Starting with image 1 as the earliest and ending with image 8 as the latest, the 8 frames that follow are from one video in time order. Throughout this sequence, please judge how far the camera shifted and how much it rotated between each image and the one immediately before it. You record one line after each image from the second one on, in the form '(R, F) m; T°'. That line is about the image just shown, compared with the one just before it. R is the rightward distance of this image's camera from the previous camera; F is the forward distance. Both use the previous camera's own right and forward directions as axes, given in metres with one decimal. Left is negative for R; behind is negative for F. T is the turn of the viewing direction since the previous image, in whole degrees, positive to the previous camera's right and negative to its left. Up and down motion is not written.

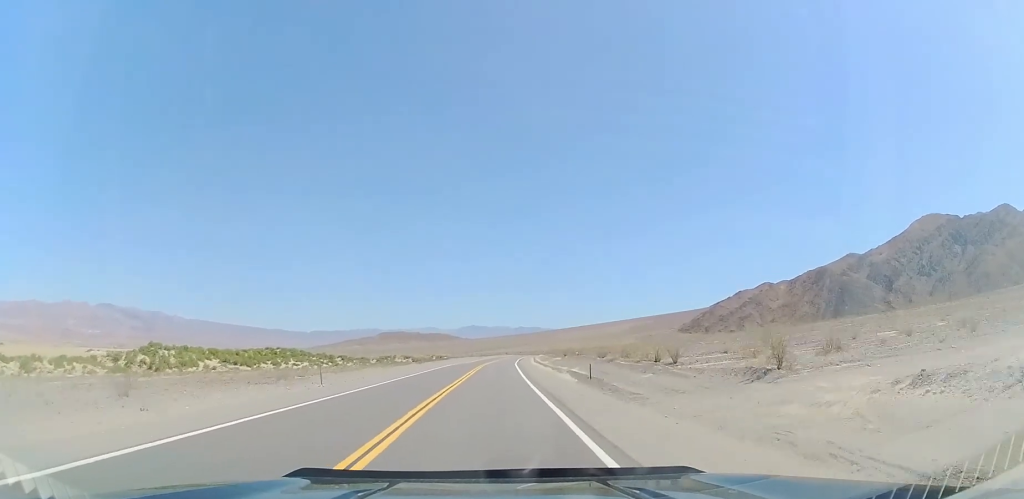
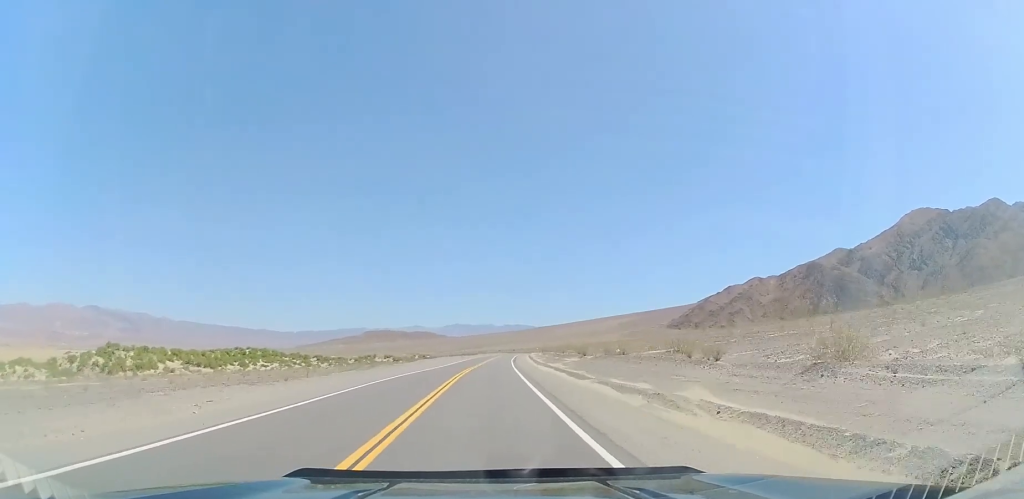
(+0.1, +28.4) m; +1°
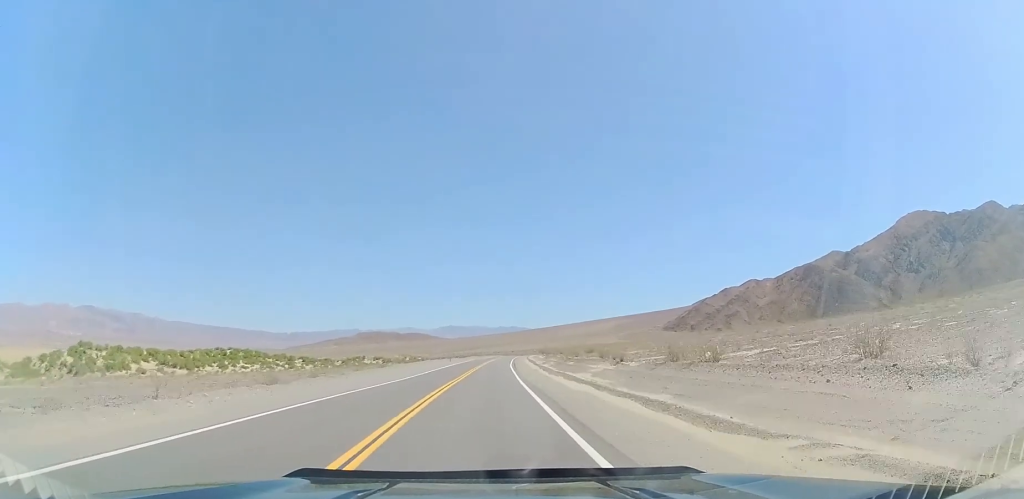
(+0.4, +18.8) m; +1°
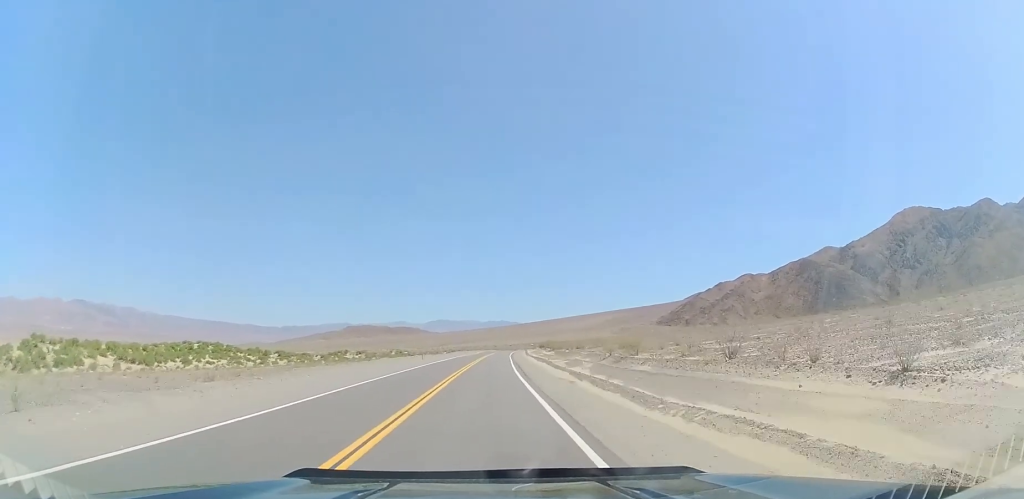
(+0.2, +29.7) m; 0°
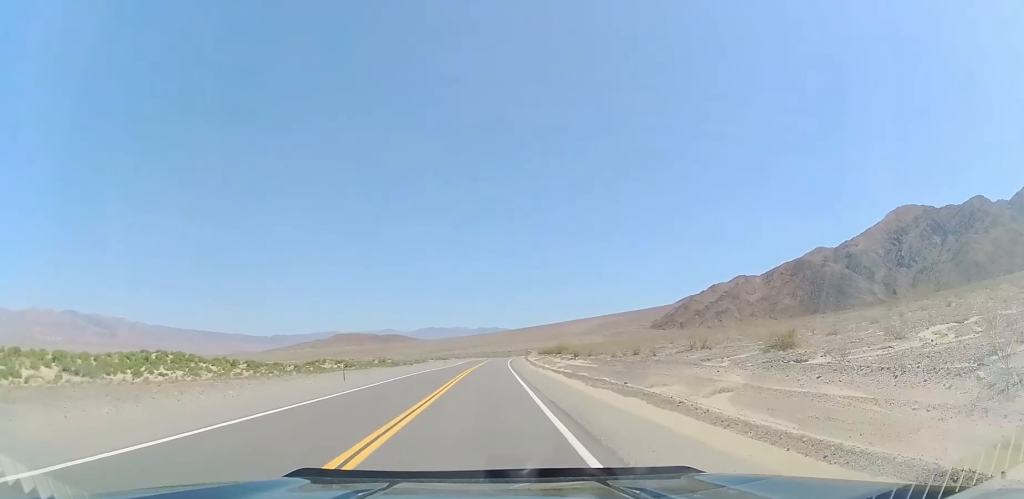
(-0.2, +34.8) m; +1°
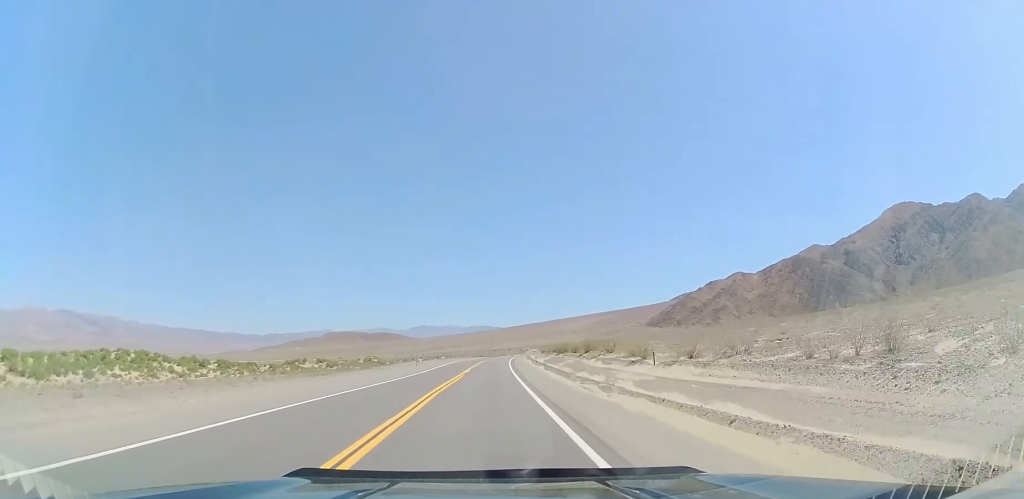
(+0.9, +29.9) m; +2°
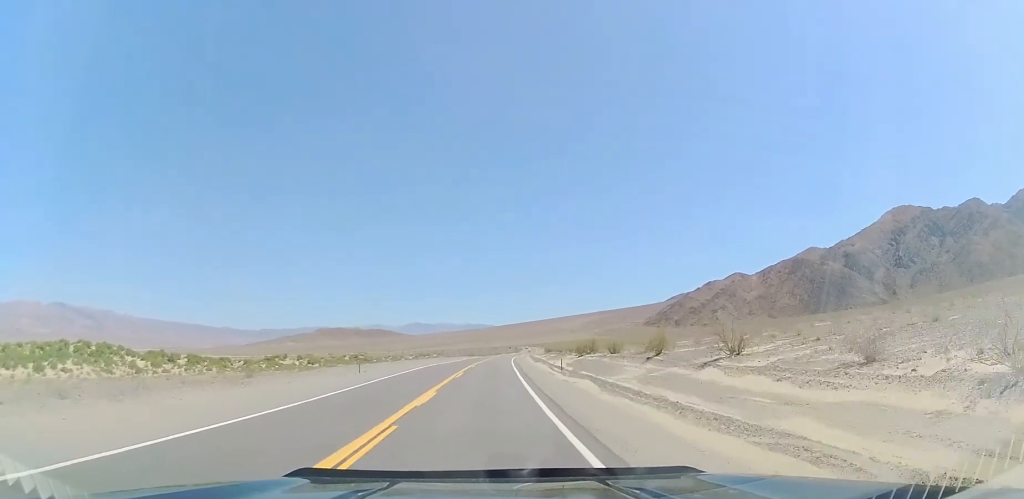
(+0.3, +27.0) m; 0°
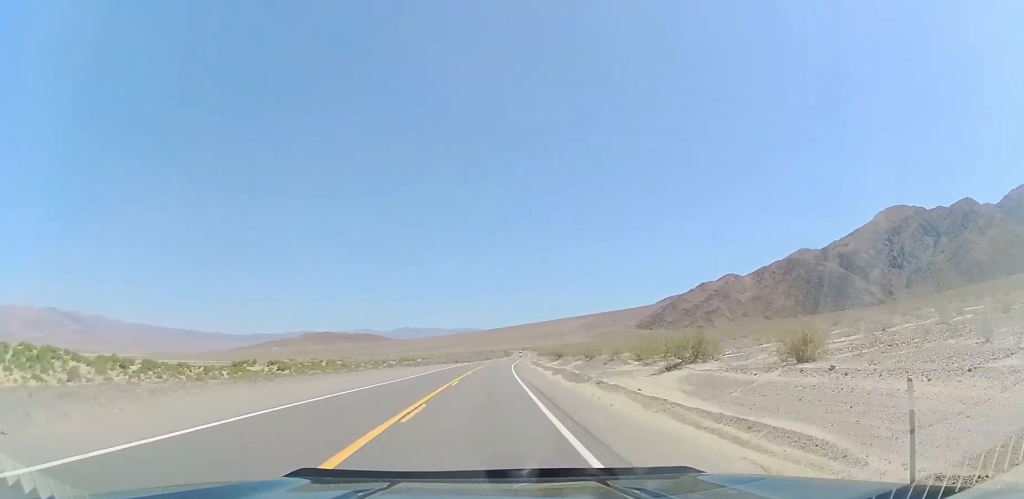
(-0.1, +33.0) m; +1°
